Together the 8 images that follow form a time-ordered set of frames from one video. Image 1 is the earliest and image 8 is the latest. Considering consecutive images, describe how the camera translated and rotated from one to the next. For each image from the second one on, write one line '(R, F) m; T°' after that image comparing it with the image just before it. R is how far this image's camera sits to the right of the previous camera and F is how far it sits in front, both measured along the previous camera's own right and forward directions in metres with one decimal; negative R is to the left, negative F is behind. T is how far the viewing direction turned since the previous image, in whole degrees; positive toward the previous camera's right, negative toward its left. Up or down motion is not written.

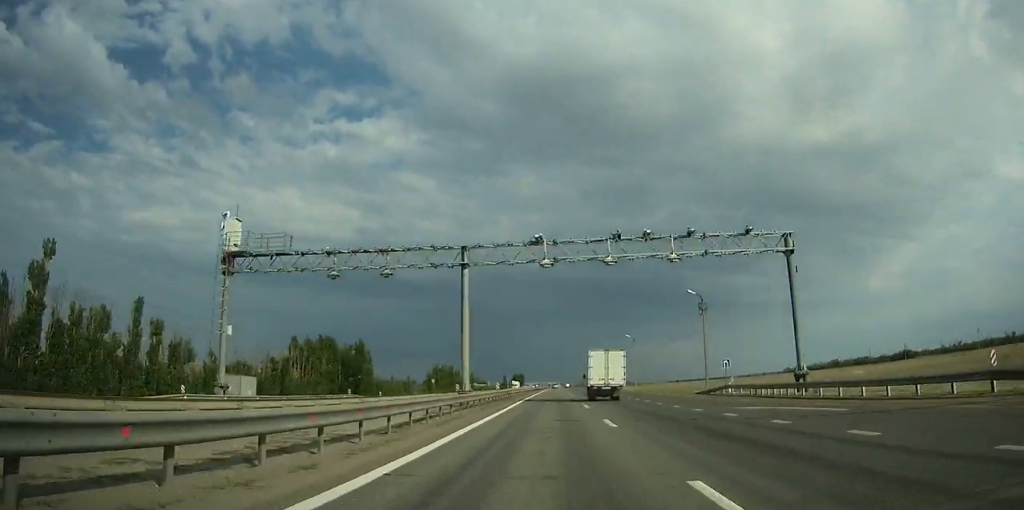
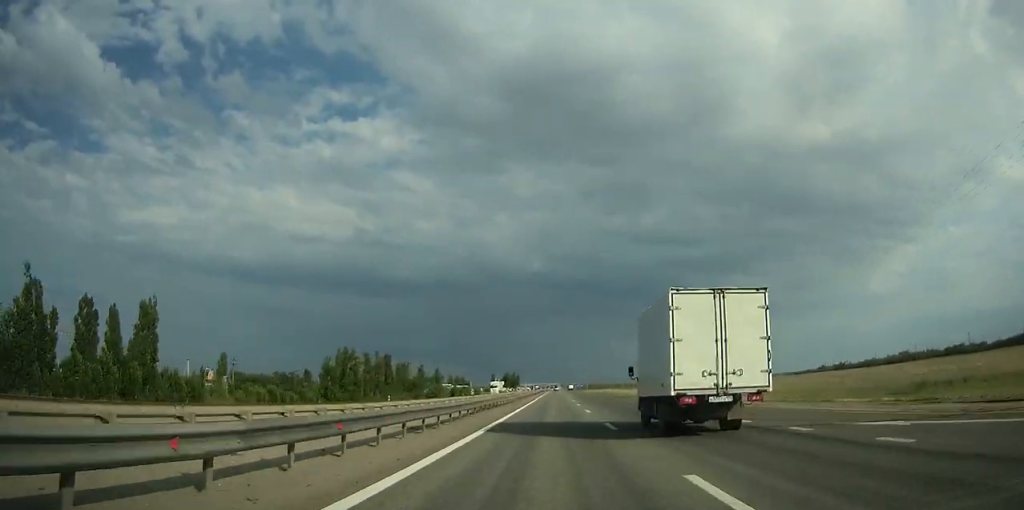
(+0.1, +93.9) m; 0°
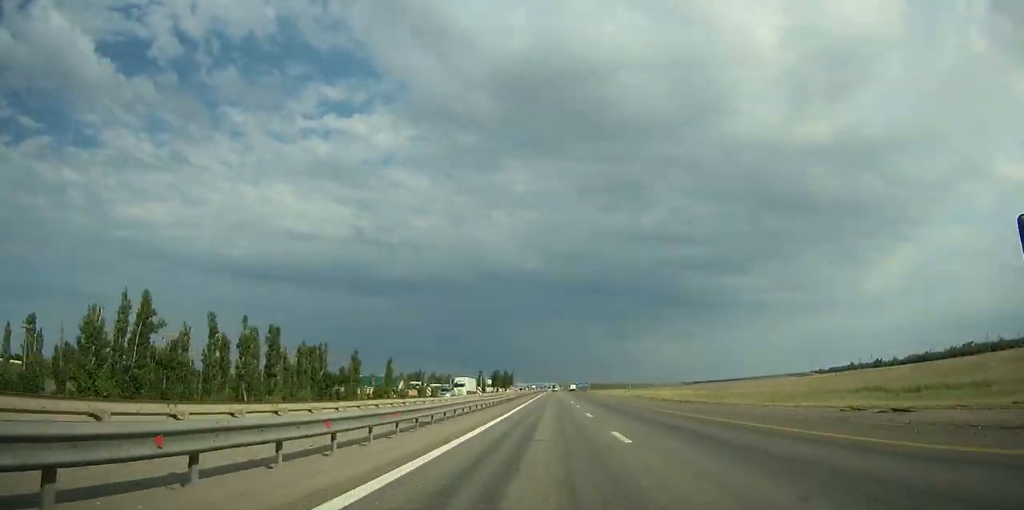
(0.0, +65.5) m; 0°
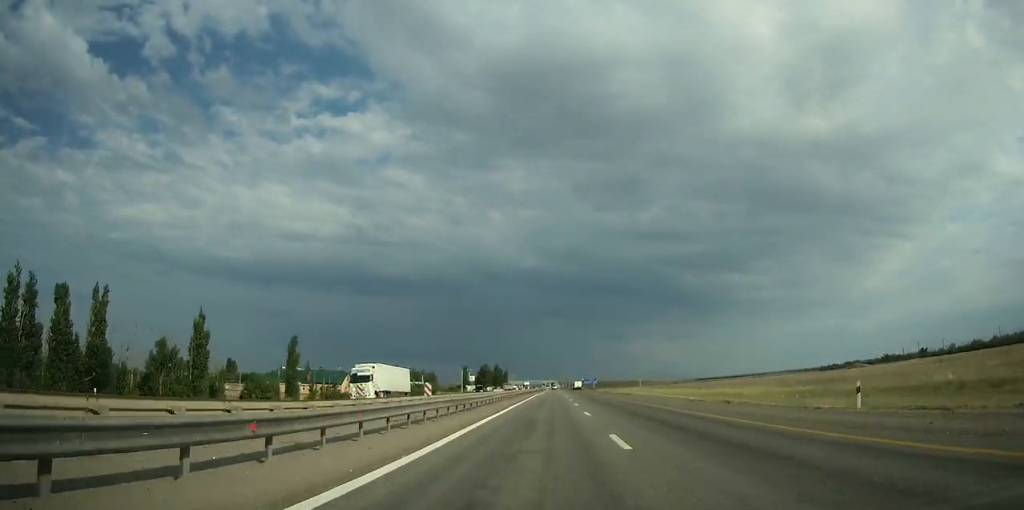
(+0.1, +63.1) m; 0°
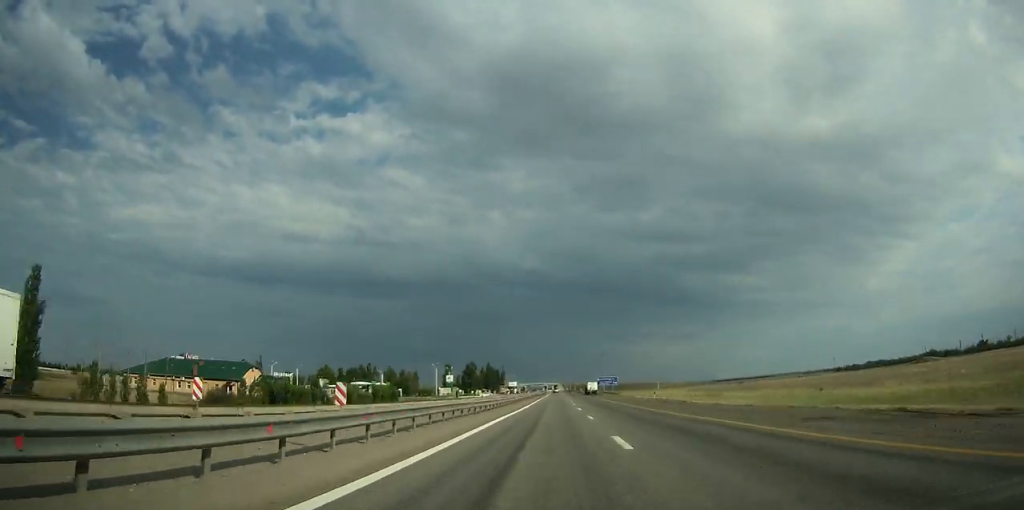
(-0.1, +59.5) m; 0°
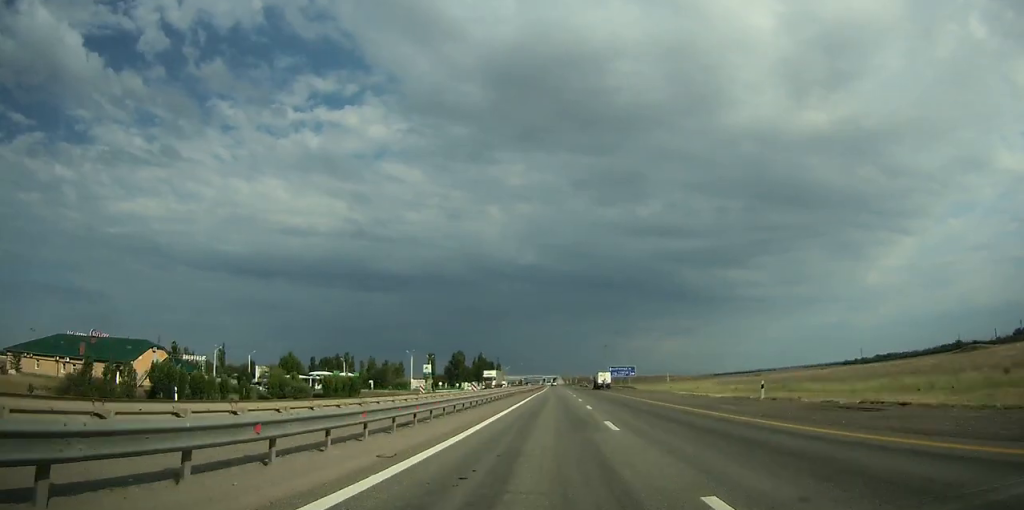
(0.0, +32.3) m; 0°
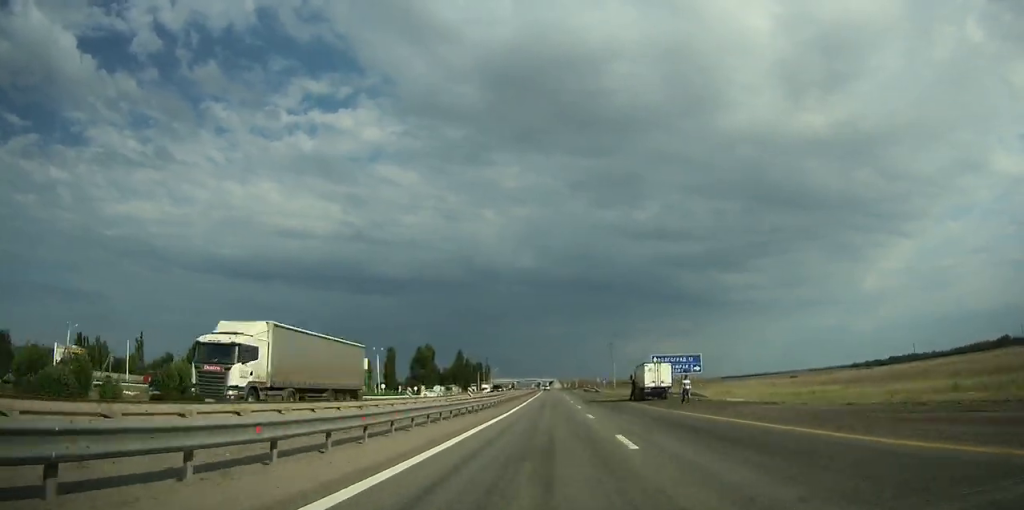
(0.0, +50.4) m; 0°
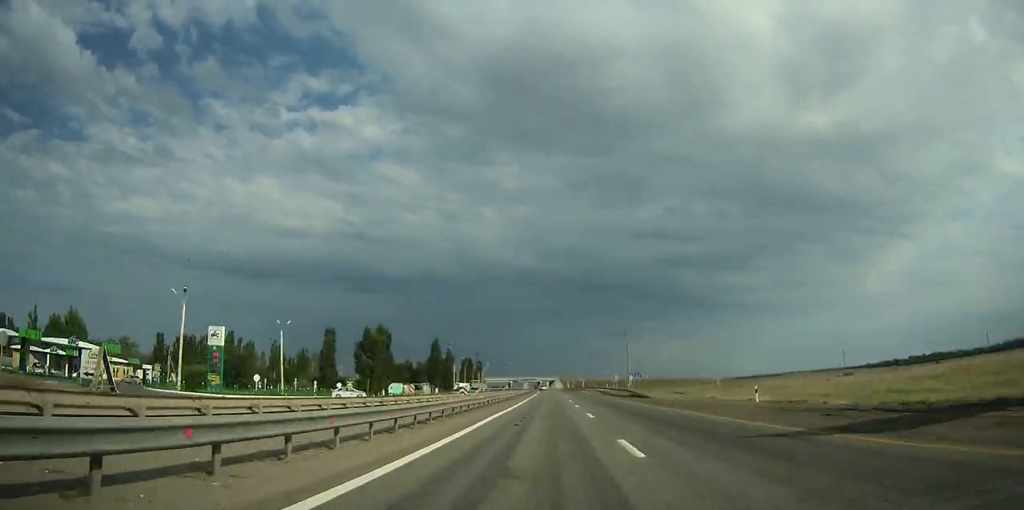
(0.0, +47.8) m; 0°
